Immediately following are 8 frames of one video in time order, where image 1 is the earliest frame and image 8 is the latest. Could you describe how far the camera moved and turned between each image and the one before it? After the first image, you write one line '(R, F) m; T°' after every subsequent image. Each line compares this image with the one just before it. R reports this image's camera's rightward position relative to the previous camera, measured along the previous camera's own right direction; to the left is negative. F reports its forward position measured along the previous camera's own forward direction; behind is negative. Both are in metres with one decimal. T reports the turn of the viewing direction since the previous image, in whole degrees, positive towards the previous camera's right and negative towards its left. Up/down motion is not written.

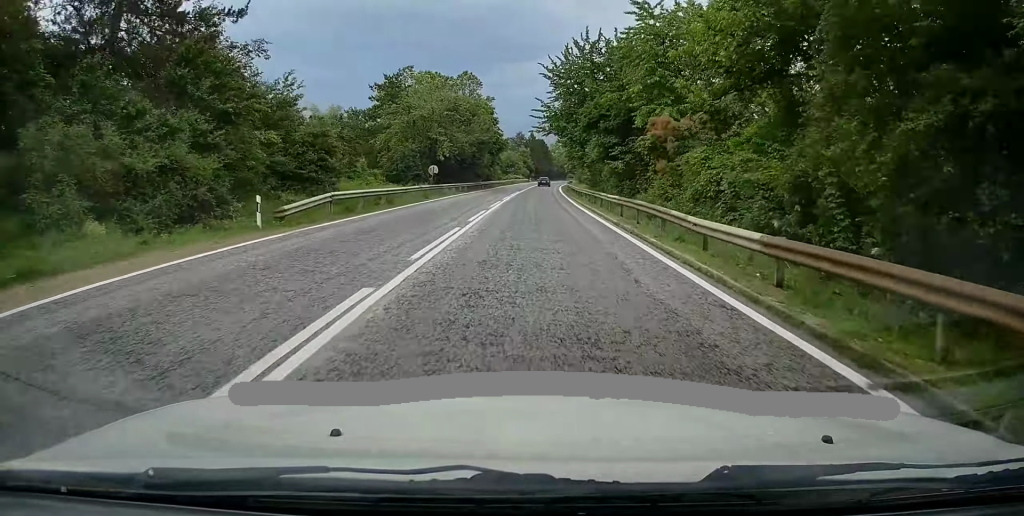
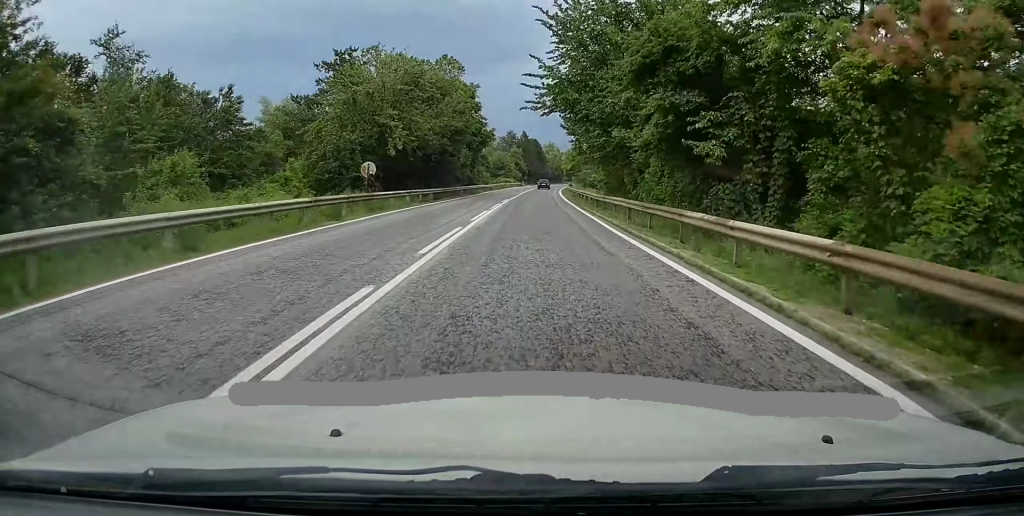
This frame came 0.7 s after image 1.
(+0.1, +17.2) m; 0°
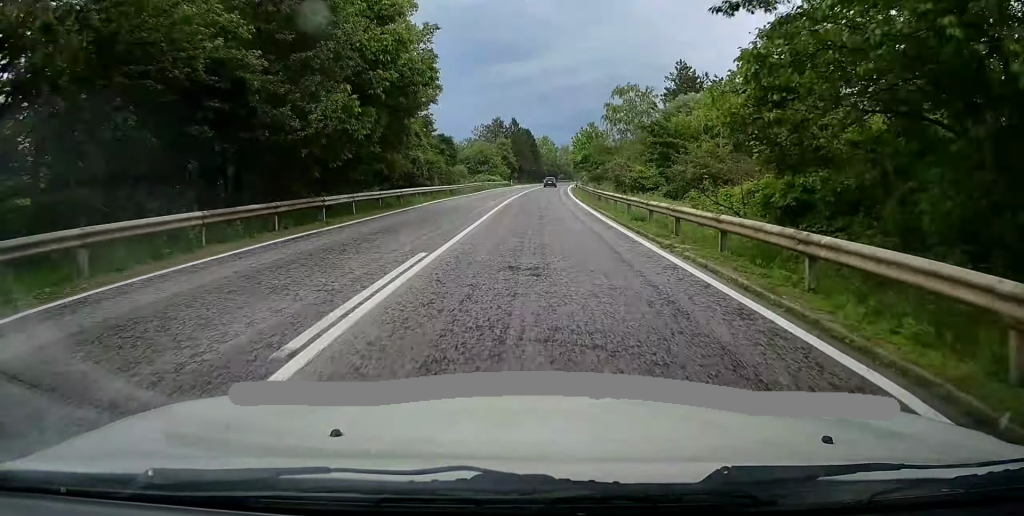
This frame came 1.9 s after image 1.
(+0.1, +33.0) m; +1°
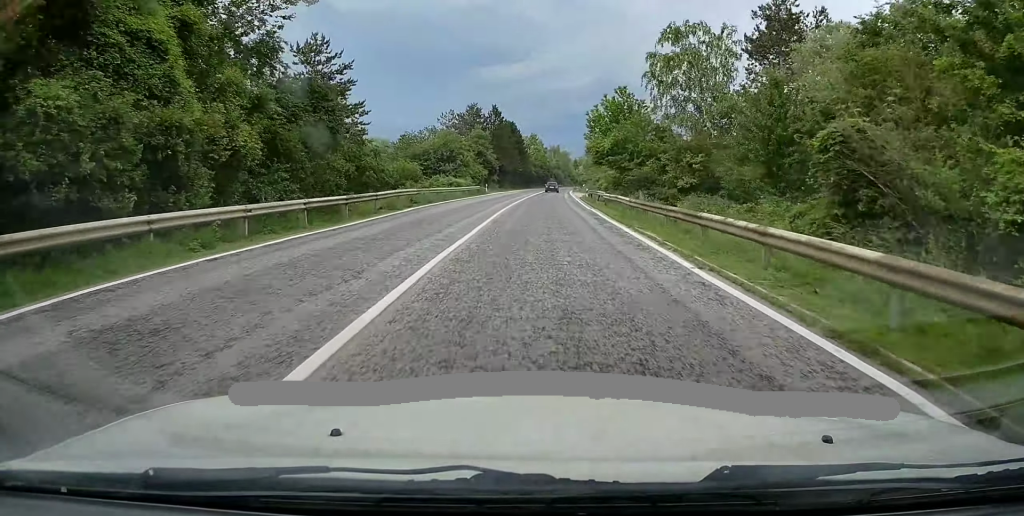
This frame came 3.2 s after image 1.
(+0.5, +32.2) m; +1°
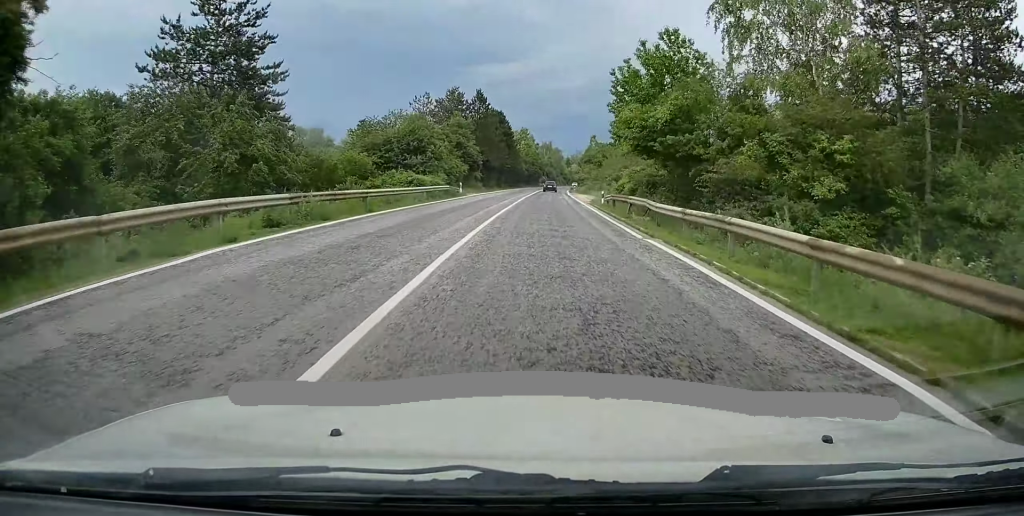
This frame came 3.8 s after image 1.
(0.0, +16.6) m; +1°
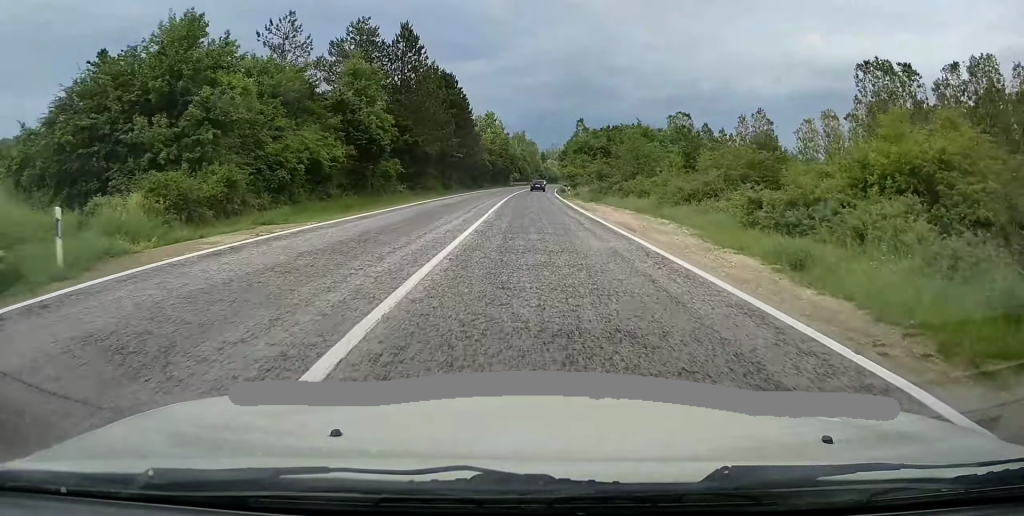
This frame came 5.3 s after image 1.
(+0.7, +40.2) m; +2°
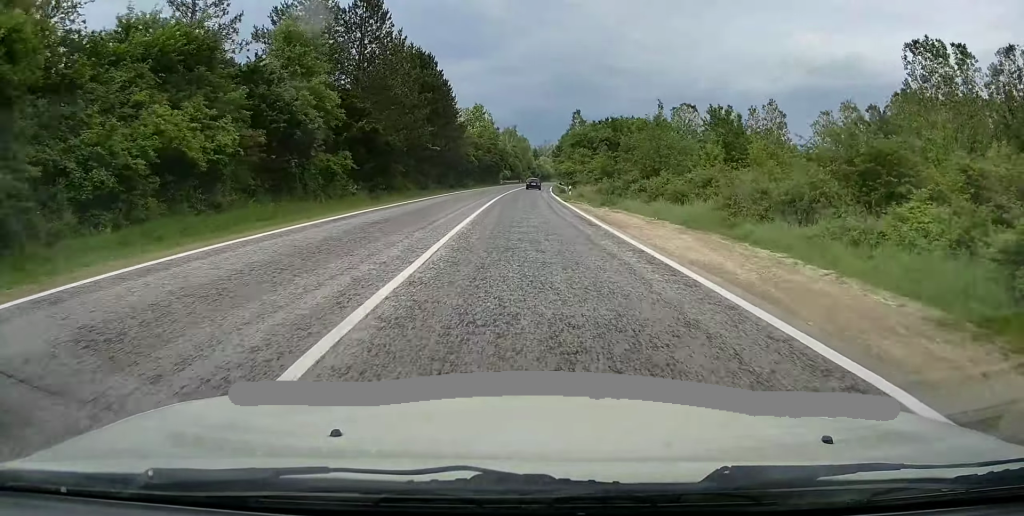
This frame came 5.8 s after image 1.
(+0.1, +11.3) m; 0°
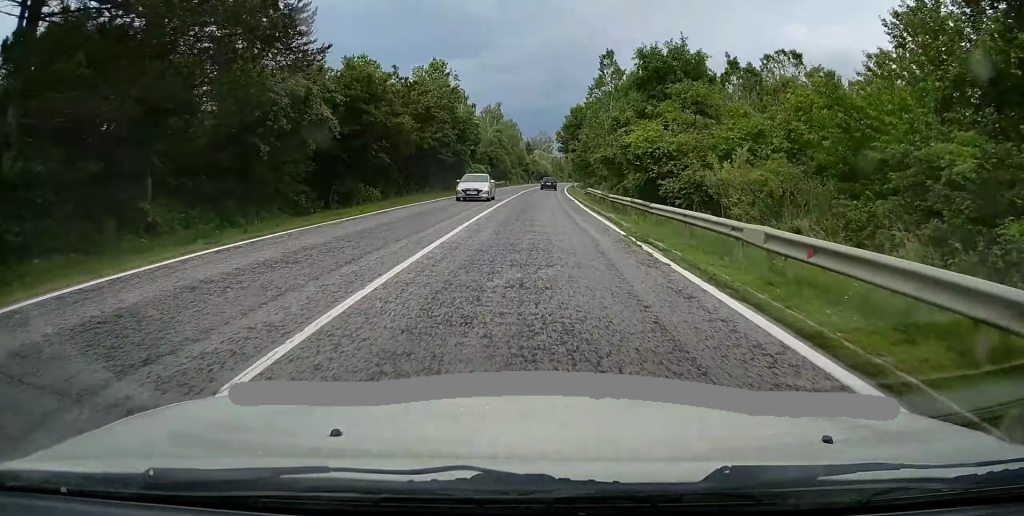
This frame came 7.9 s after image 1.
(+1.0, +55.4) m; +2°
